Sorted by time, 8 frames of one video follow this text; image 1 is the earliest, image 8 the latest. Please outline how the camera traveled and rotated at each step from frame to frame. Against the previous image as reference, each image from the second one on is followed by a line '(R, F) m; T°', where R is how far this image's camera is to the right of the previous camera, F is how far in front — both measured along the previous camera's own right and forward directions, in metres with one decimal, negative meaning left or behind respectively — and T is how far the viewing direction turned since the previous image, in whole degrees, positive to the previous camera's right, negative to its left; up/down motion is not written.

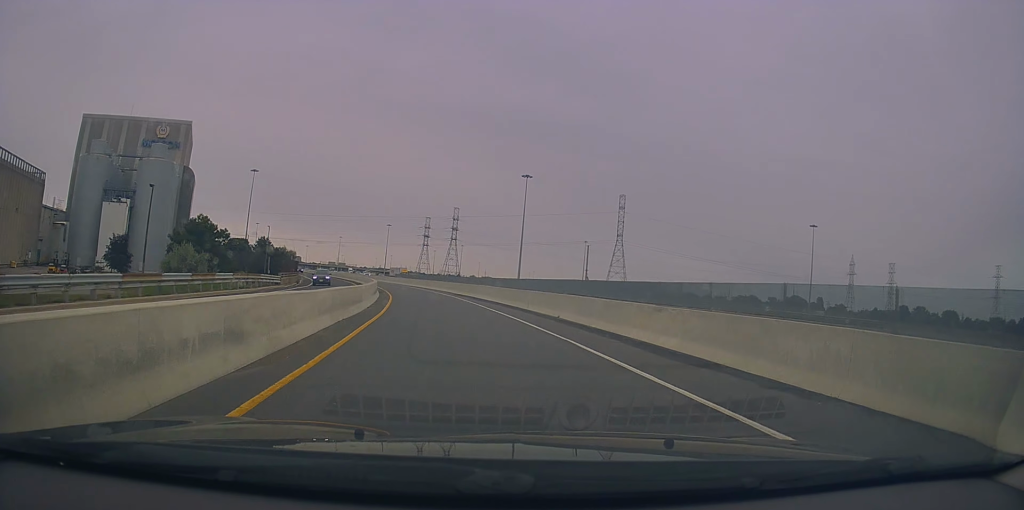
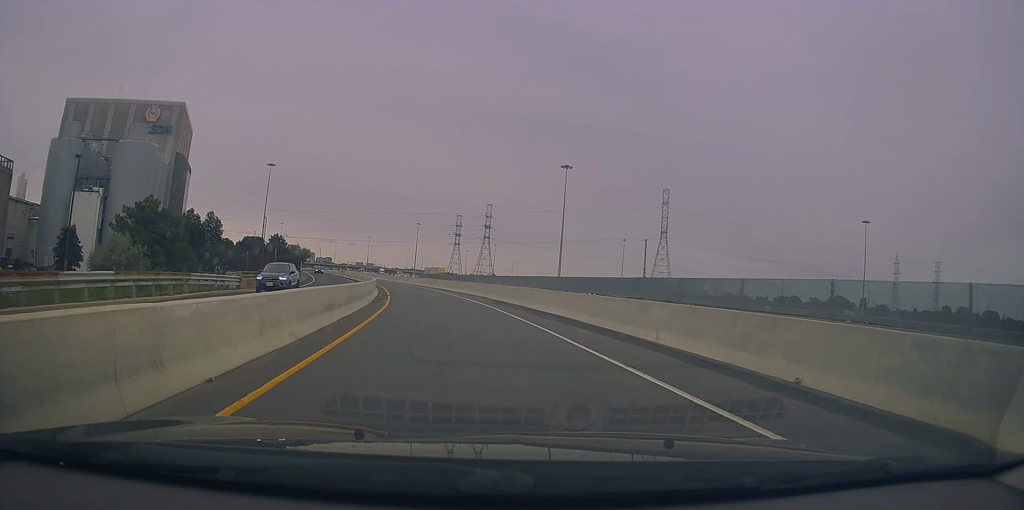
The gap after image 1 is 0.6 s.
(-0.1, +16.5) m; -3°
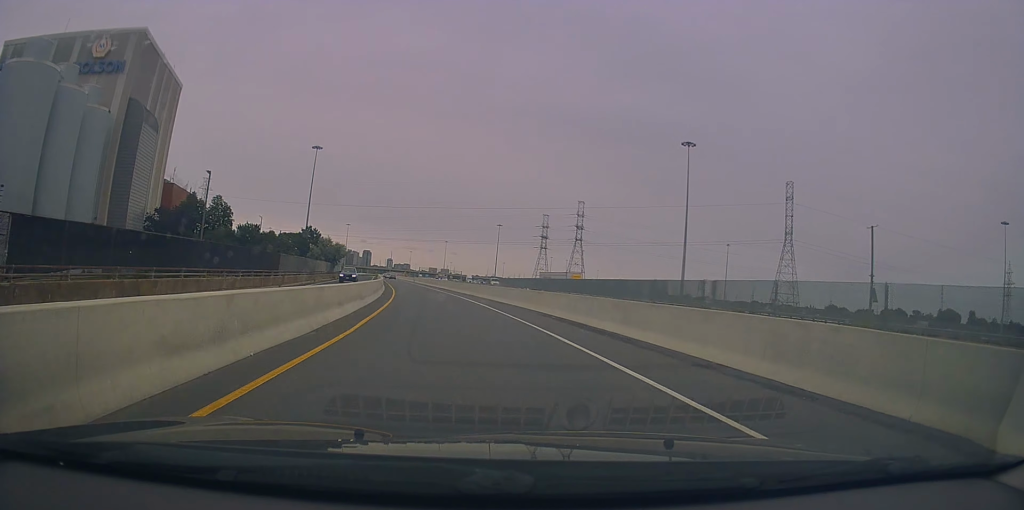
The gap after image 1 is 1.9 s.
(-2.4, +40.3) m; -6°
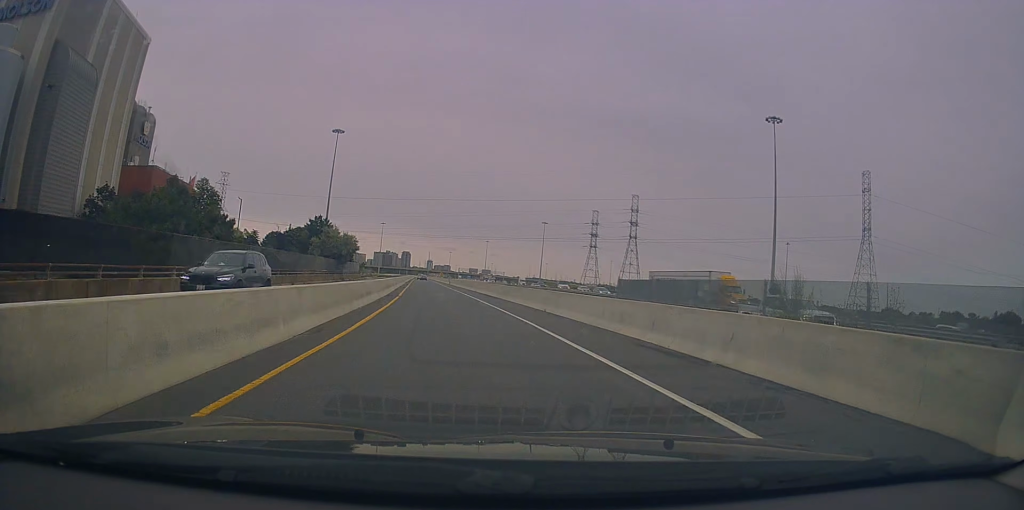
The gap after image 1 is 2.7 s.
(-0.6, +23.7) m; -4°
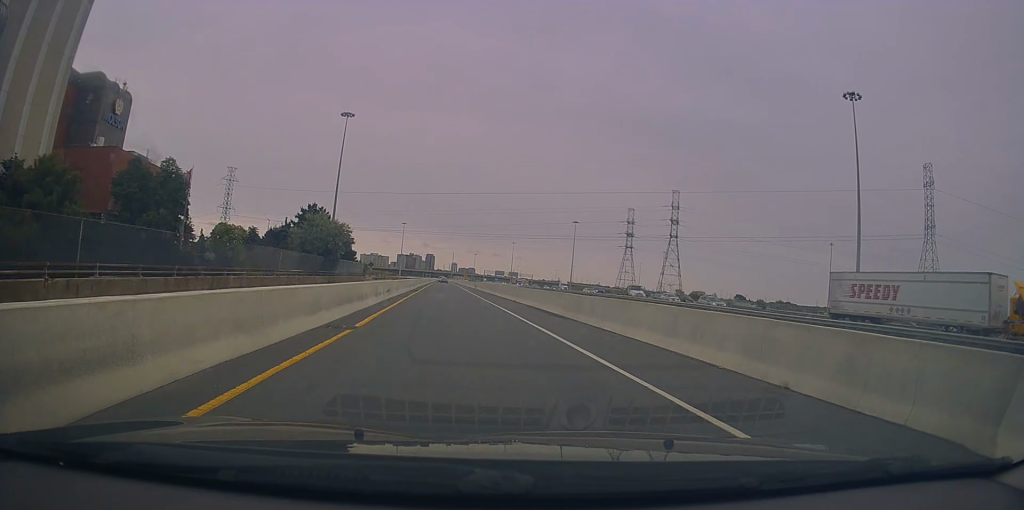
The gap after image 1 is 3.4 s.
(-0.9, +19.7) m; -2°
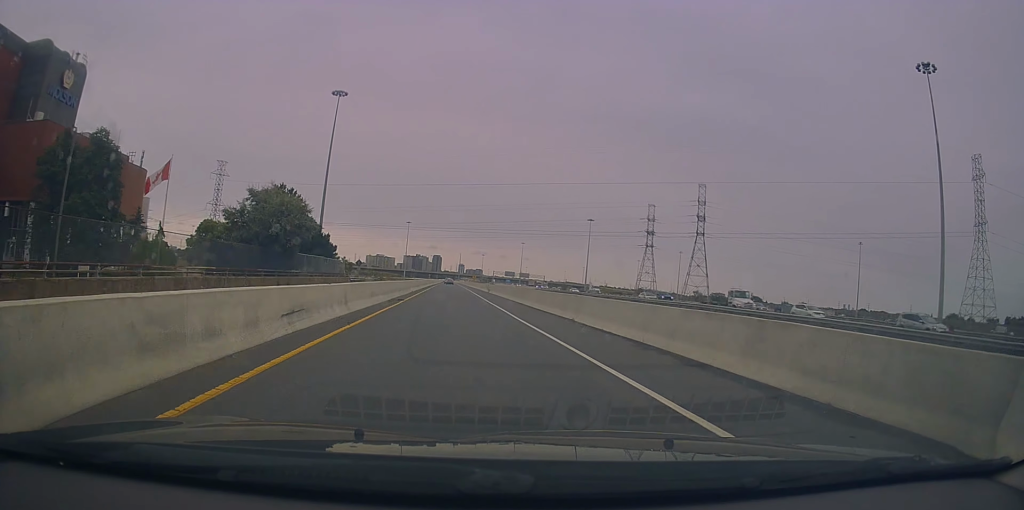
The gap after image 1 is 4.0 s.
(-0.2, +18.6) m; -2°
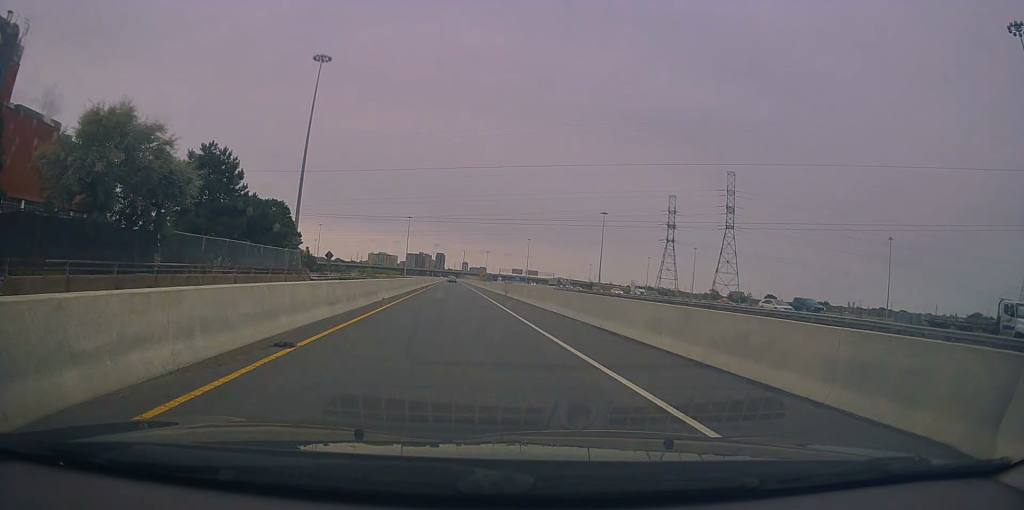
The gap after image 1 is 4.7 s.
(0.0, +20.4) m; -2°
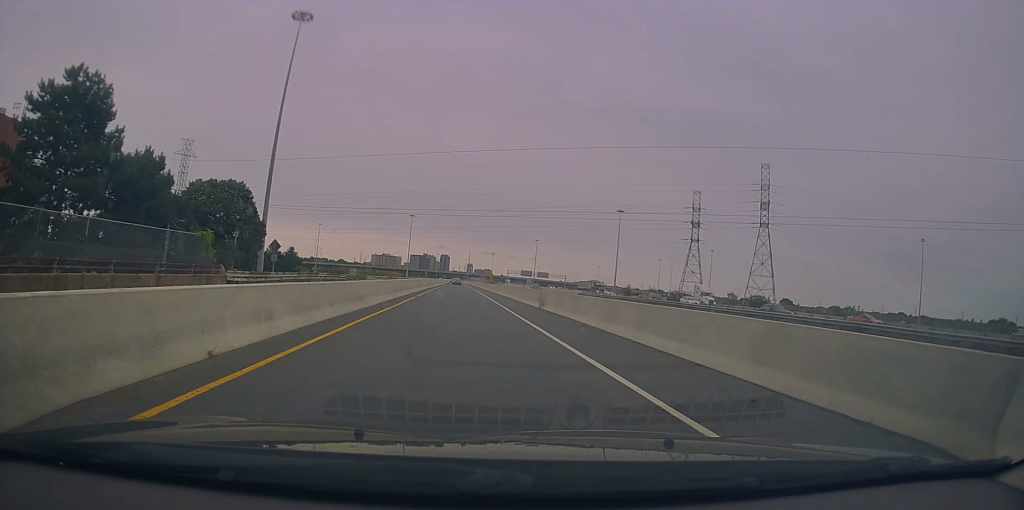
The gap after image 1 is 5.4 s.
(-0.7, +19.3) m; -1°
